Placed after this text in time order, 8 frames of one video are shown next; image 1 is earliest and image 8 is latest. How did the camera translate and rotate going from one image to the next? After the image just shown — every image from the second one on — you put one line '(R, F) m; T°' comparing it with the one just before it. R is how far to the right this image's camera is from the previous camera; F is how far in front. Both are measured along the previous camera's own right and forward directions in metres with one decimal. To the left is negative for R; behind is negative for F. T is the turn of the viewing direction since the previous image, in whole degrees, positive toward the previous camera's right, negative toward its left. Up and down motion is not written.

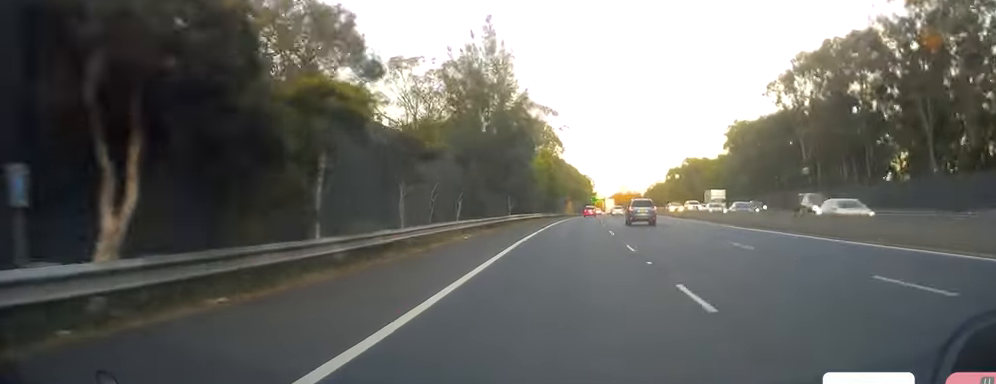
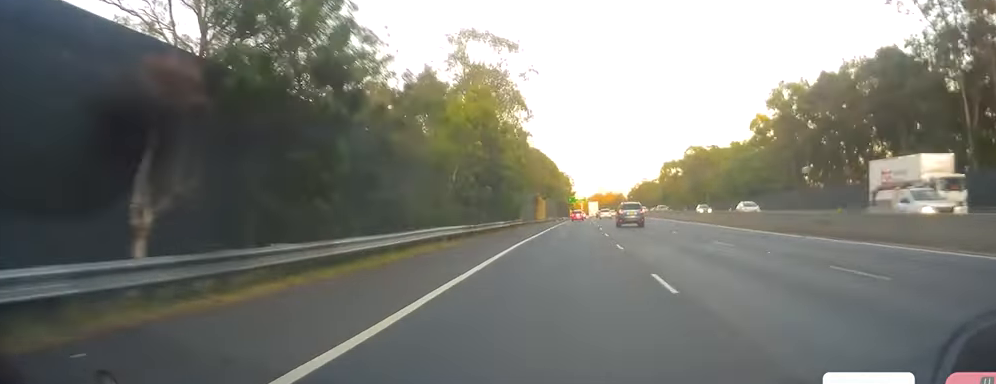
(+1.2, +46.0) m; +4°
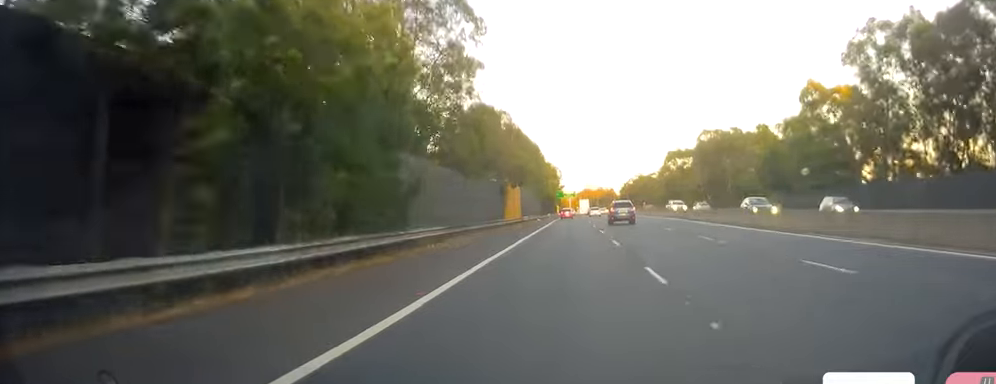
(+0.7, +34.8) m; +1°
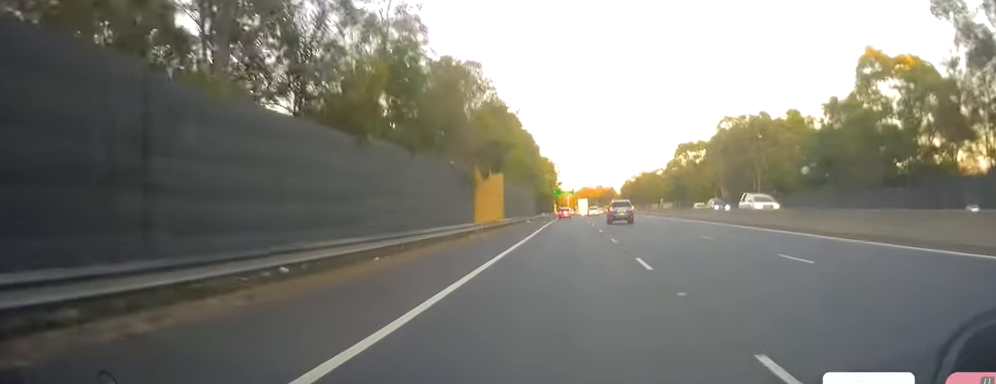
(0.0, +21.0) m; 0°
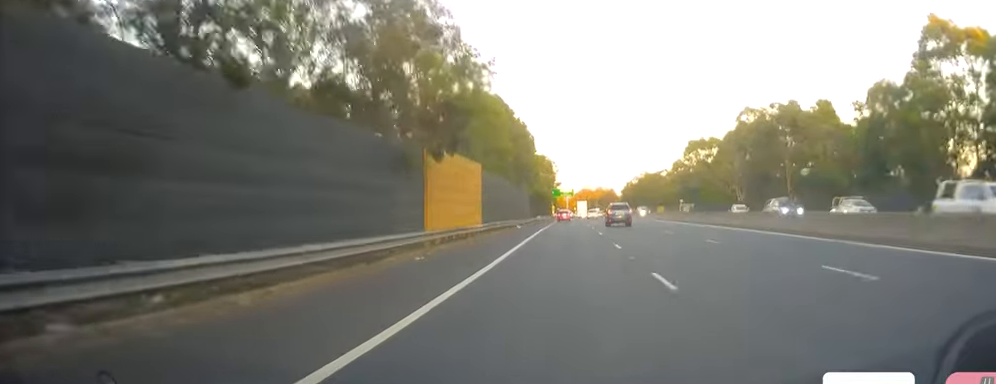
(0.0, +15.3) m; 0°
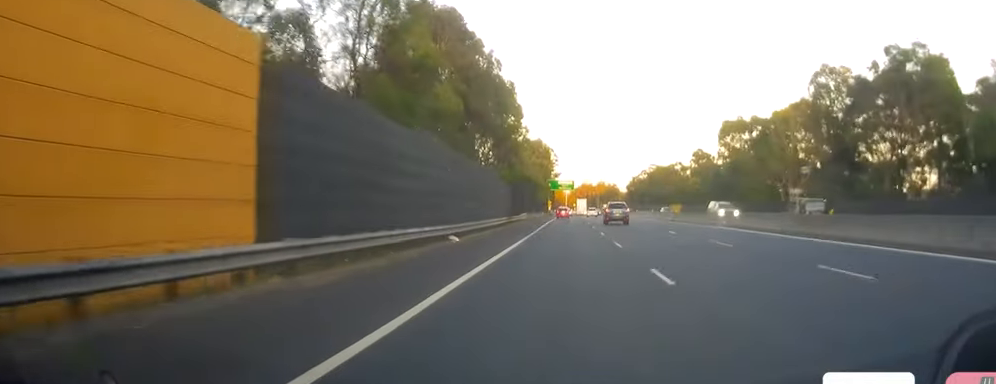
(+0.4, +34.8) m; 0°
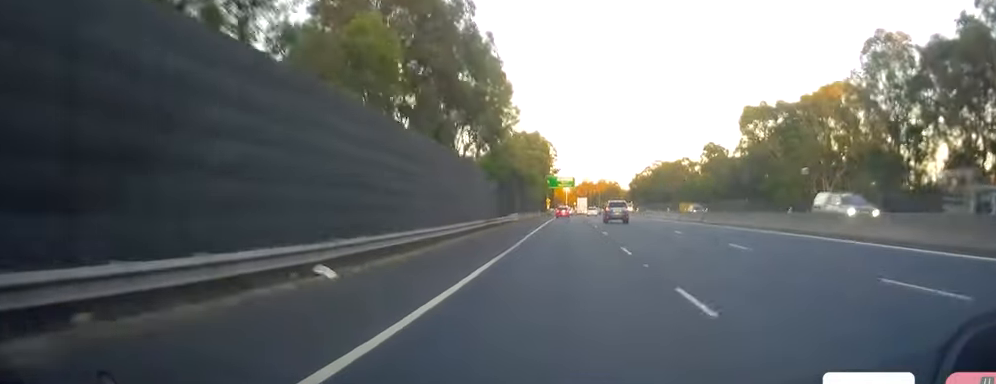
(-0.3, +15.1) m; 0°
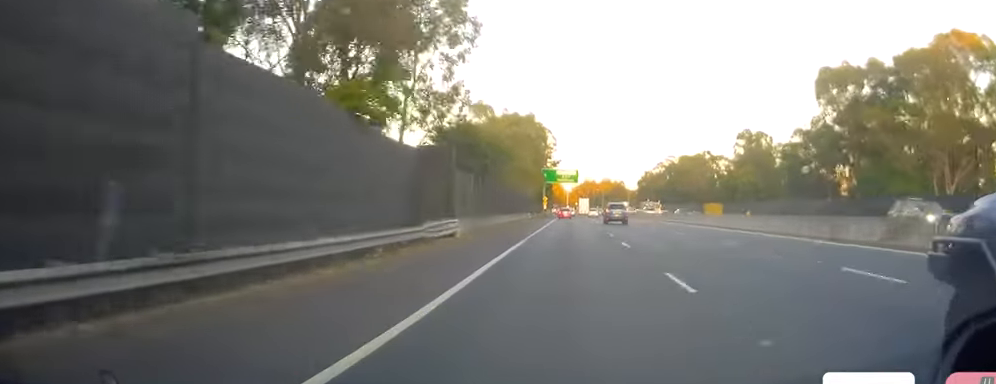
(-0.1, +33.0) m; 0°
